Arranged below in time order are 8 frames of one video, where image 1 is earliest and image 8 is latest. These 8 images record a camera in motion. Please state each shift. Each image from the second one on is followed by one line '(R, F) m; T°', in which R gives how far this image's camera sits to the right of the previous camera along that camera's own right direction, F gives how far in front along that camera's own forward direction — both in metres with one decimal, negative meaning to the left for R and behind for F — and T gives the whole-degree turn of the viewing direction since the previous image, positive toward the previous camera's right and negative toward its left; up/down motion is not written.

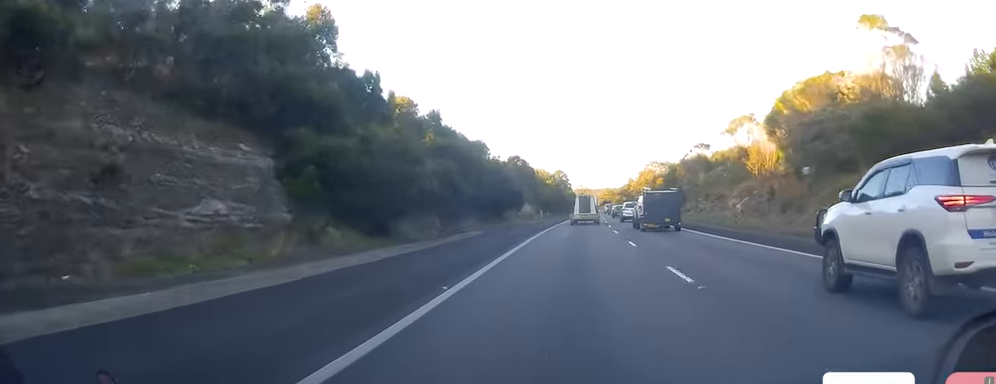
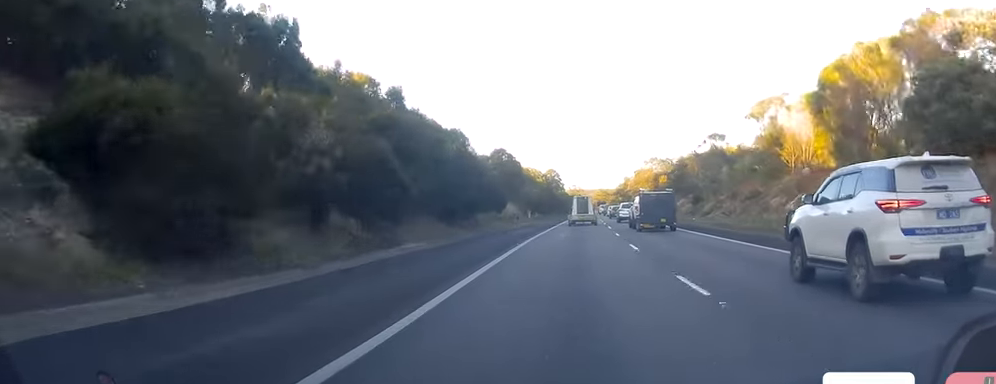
(+0.1, +13.8) m; +1°
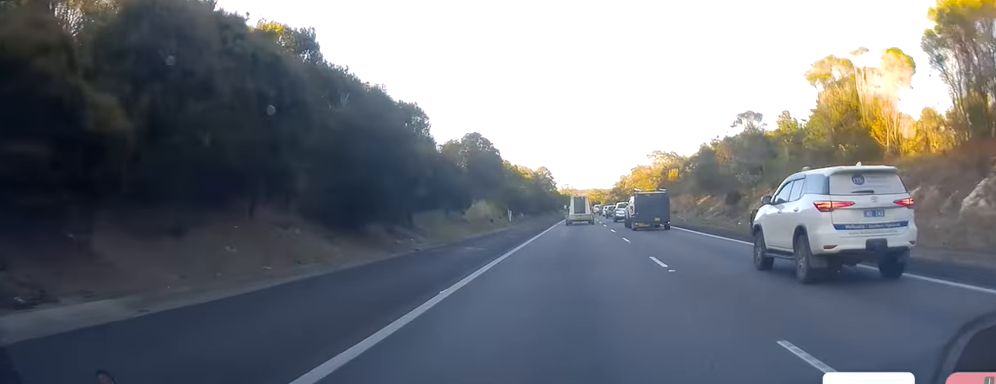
(0.0, +18.9) m; +1°
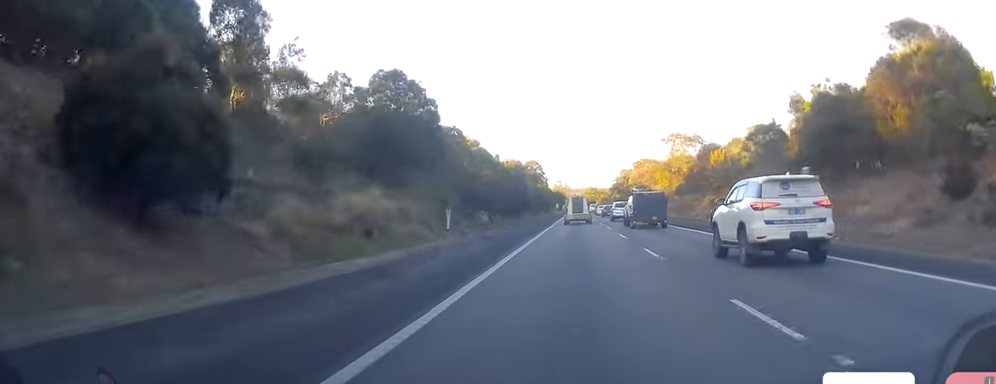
(+0.3, +32.9) m; +1°
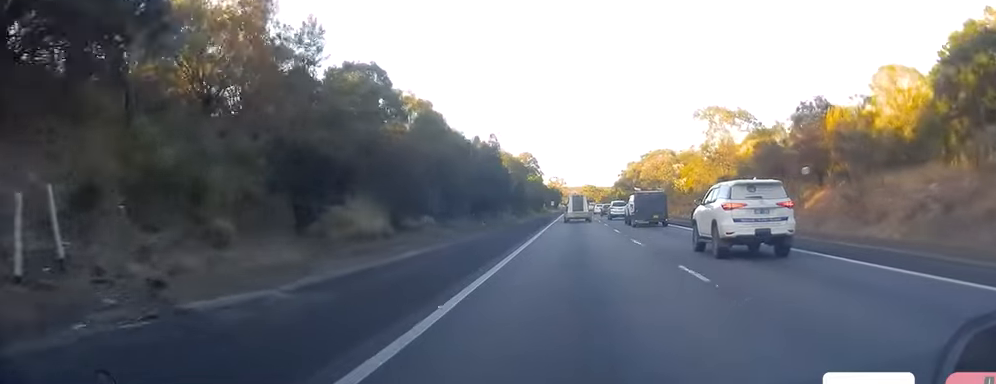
(+0.2, +30.5) m; 0°
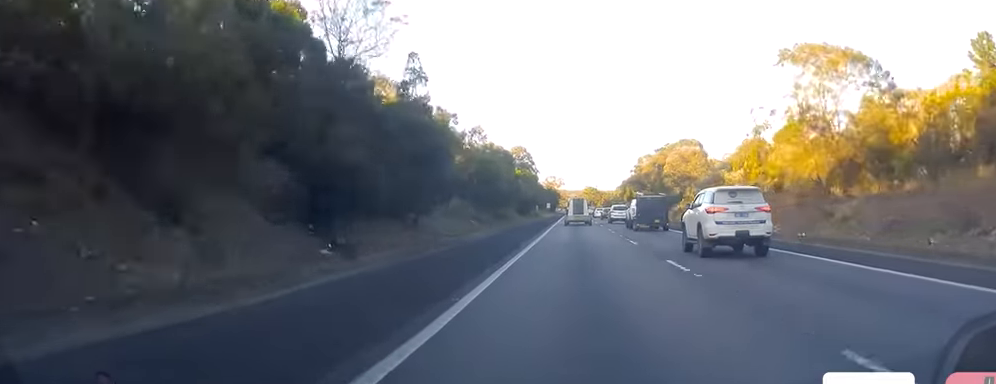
(-0.4, +33.3) m; 0°
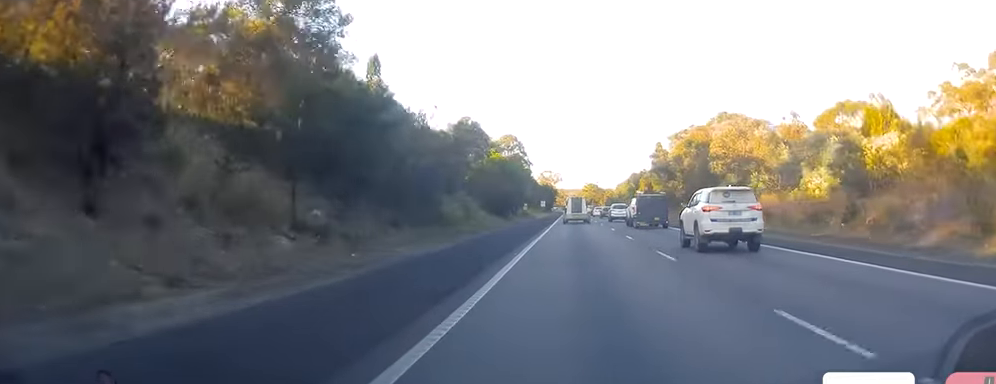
(+0.5, +33.6) m; +1°
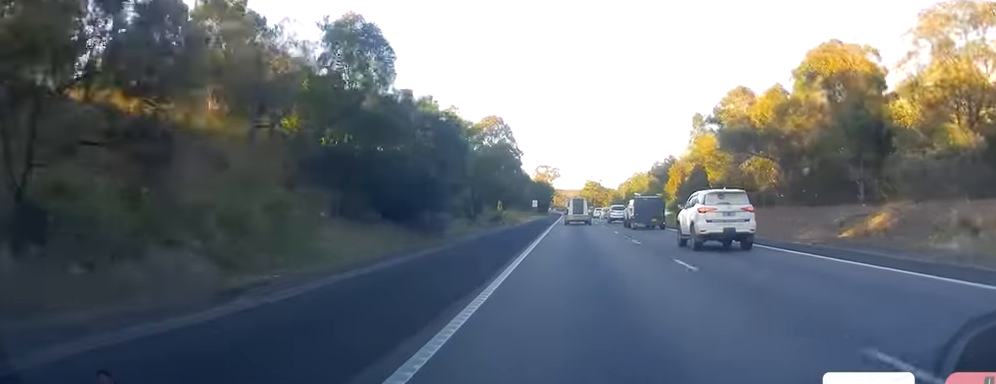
(-0.2, +39.0) m; 0°
